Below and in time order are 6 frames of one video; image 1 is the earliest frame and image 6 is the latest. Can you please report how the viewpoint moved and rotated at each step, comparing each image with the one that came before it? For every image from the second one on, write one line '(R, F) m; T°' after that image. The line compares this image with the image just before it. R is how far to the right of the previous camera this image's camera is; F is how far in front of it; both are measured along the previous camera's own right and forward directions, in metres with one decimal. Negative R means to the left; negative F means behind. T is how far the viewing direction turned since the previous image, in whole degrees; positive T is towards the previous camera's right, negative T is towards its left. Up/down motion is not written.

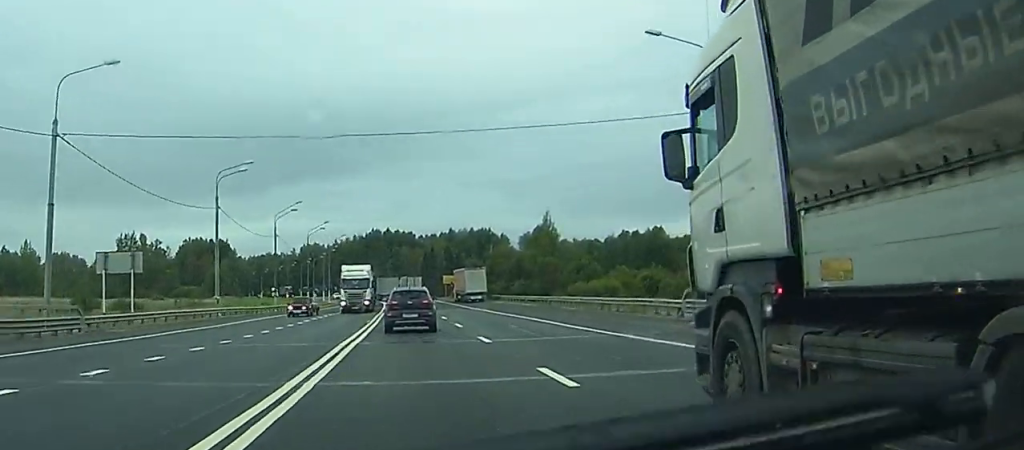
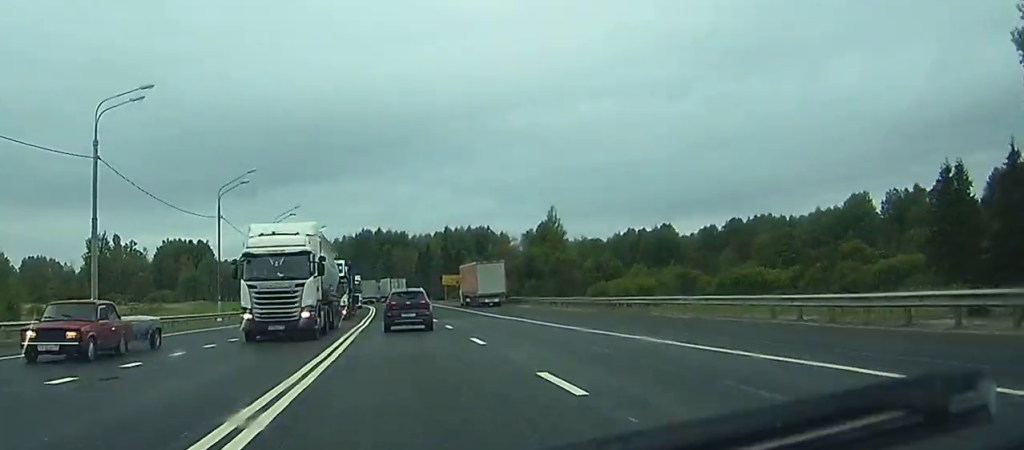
(+0.5, +24.9) m; +1°
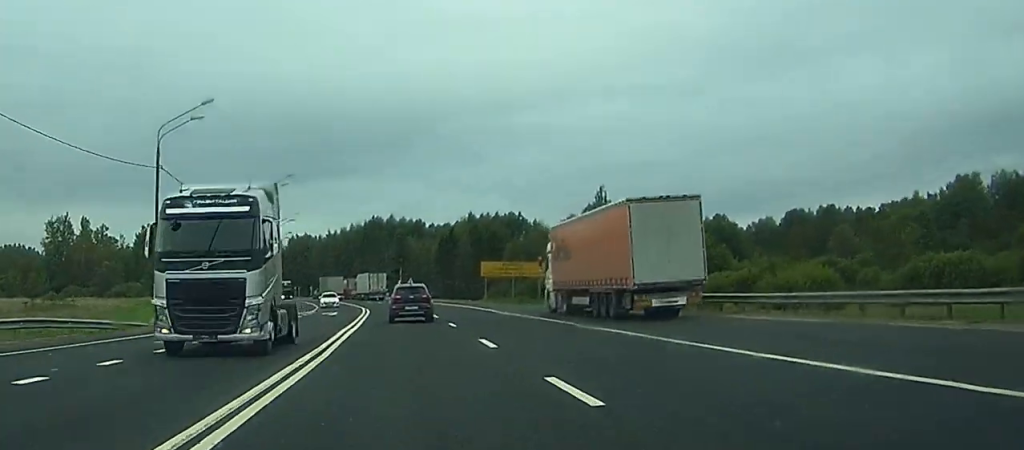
(+1.2, +50.5) m; +1°
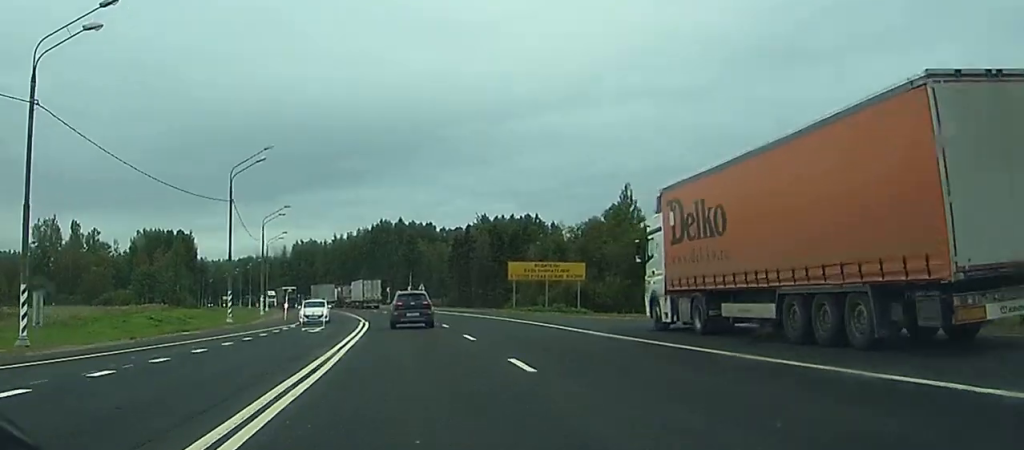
(-0.3, +17.3) m; -1°
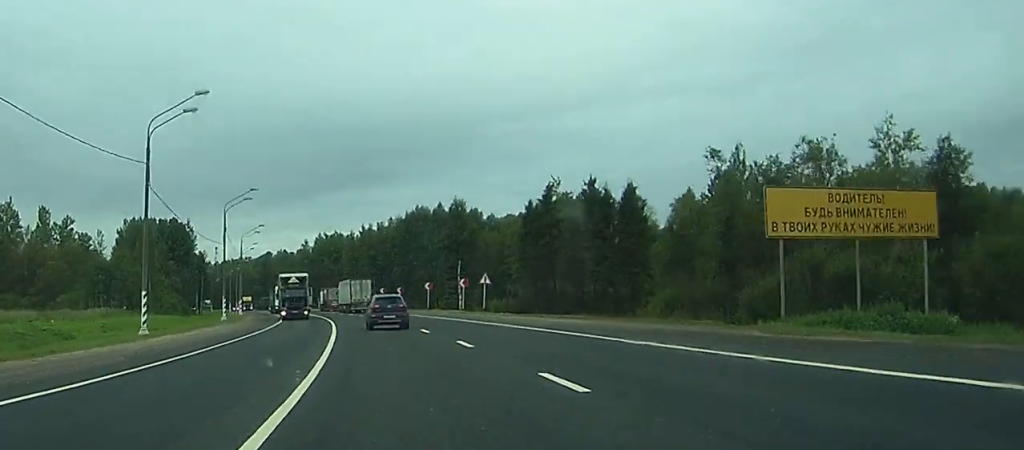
(-1.0, +51.7) m; -2°
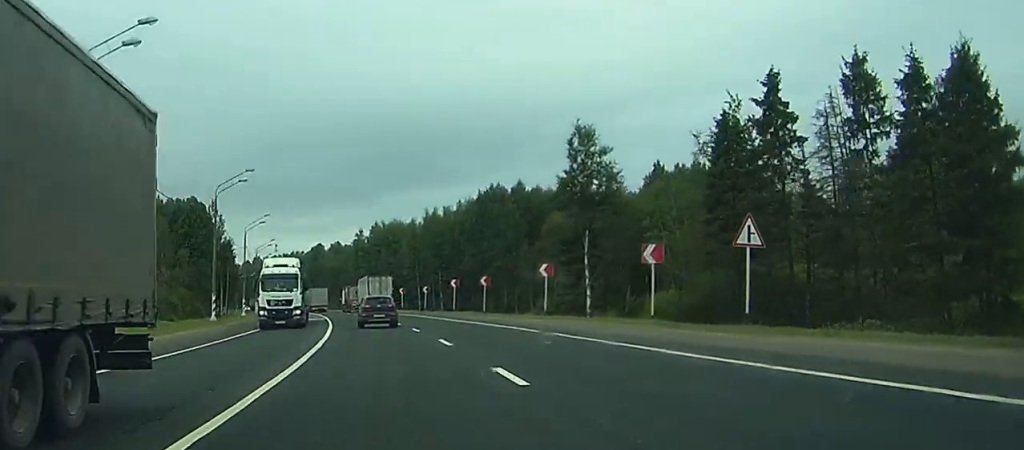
(-0.8, +46.3) m; -3°
